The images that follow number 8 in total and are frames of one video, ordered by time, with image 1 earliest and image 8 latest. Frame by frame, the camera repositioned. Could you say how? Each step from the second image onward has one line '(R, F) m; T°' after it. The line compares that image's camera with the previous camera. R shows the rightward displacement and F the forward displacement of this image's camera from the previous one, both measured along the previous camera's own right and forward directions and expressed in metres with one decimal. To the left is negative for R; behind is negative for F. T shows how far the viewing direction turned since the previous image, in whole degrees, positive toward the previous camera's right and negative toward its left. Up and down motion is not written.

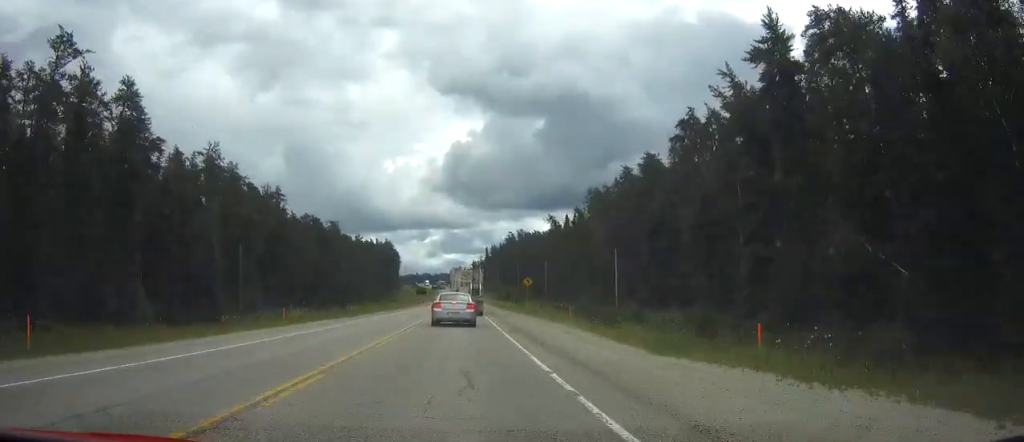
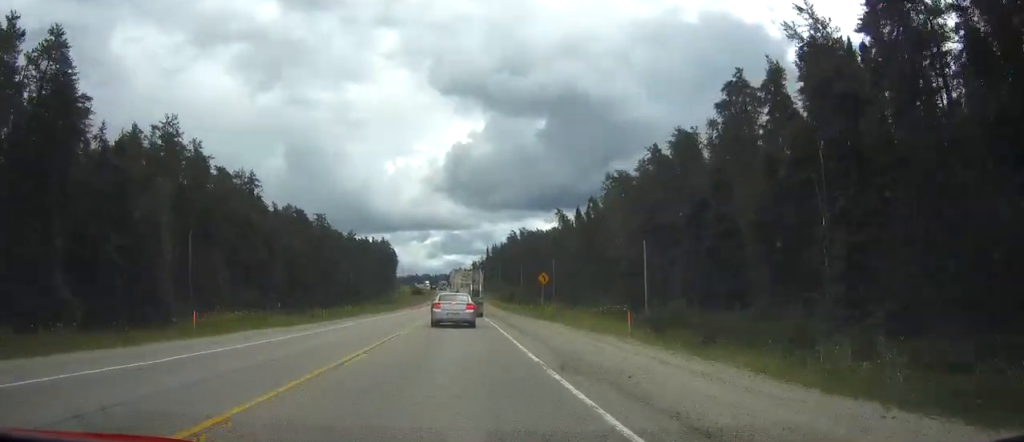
(0.0, +13.4) m; 0°
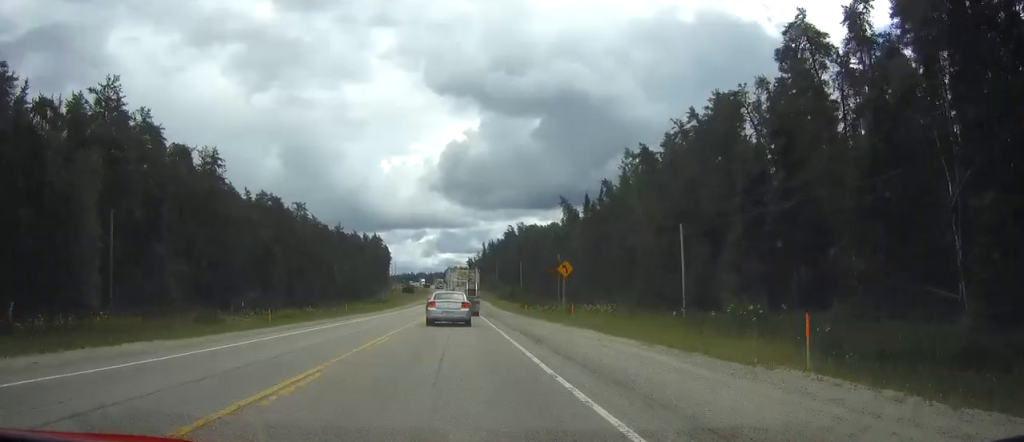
(0.0, +13.4) m; 0°
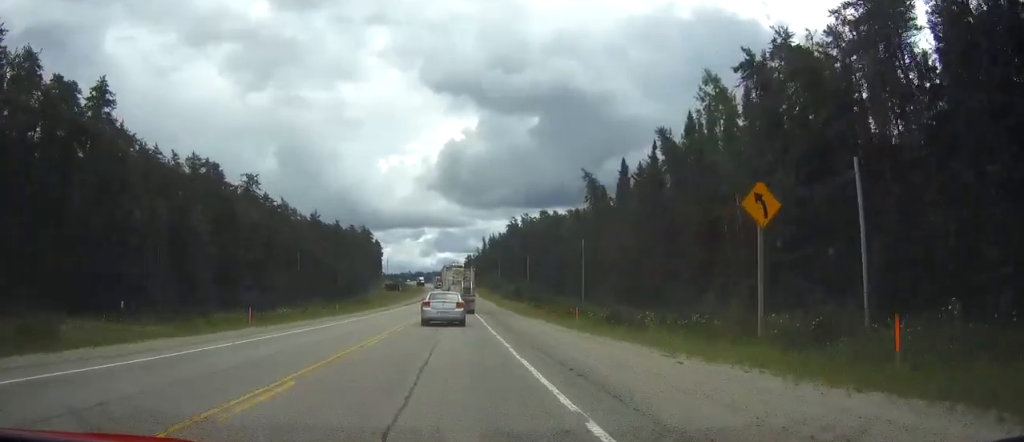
(+0.1, +27.9) m; 0°
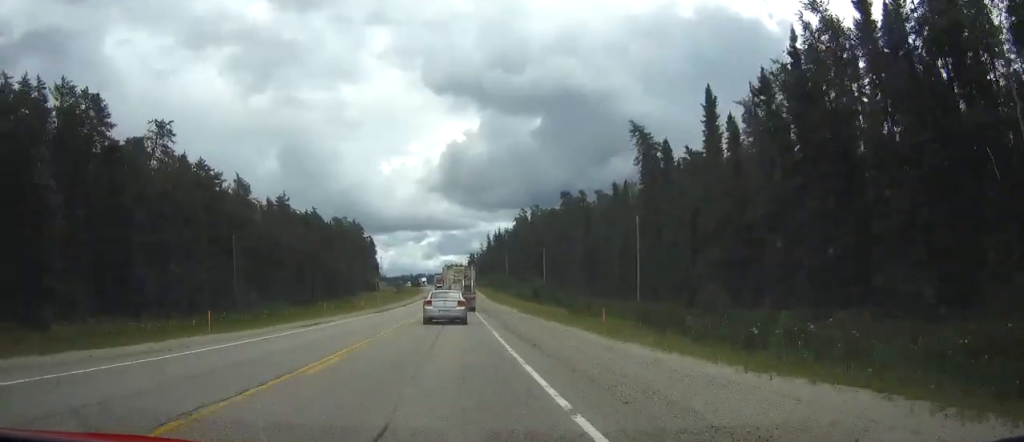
(-0.2, +30.7) m; 0°
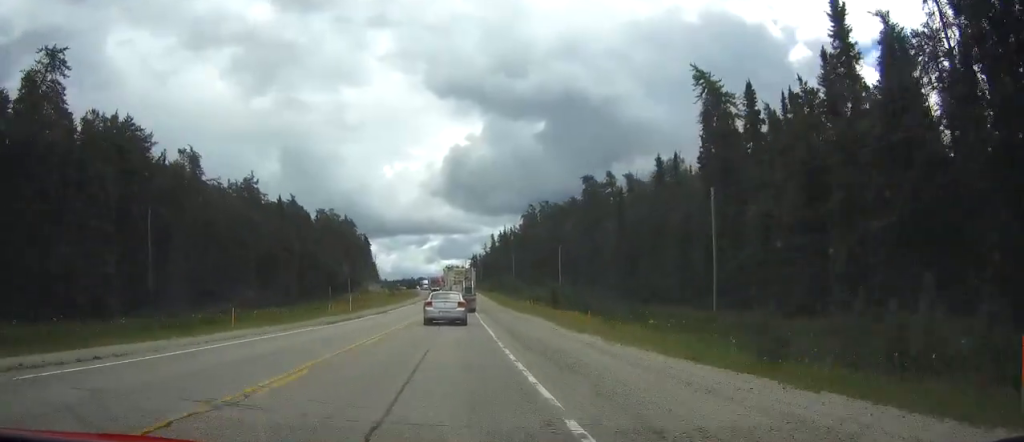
(0.0, +21.7) m; 0°
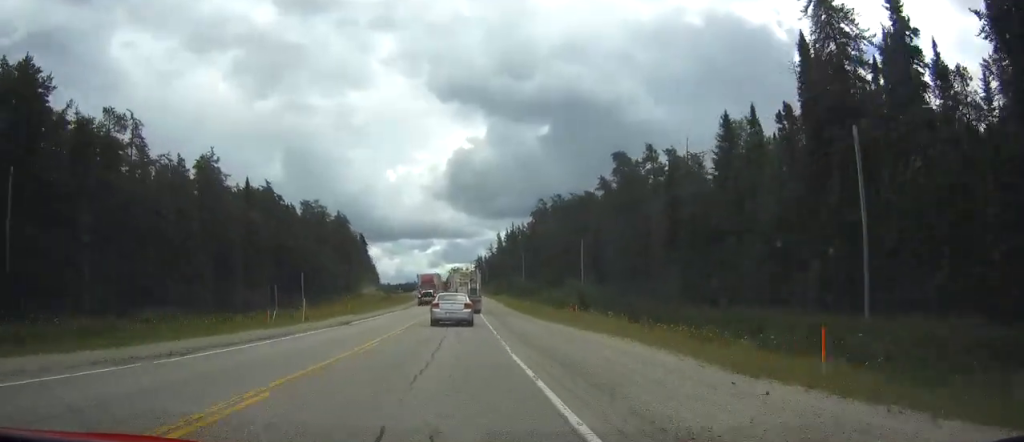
(0.0, +20.1) m; 0°
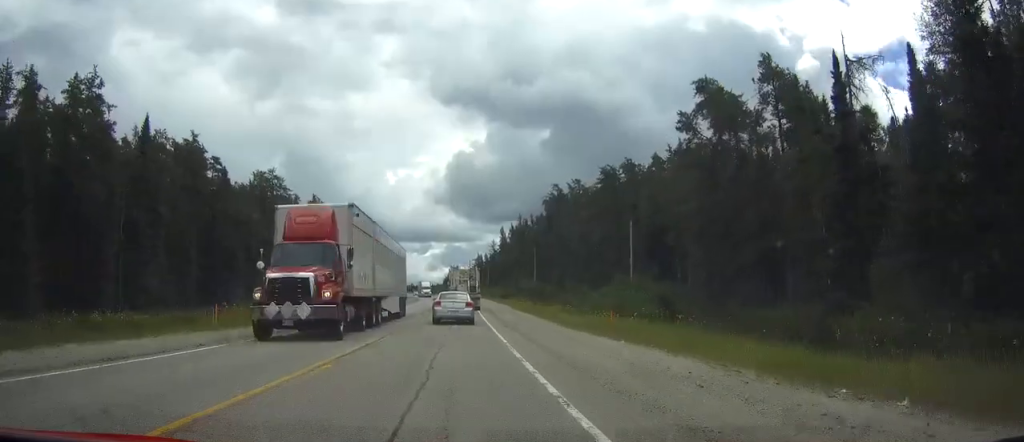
(0.0, +33.1) m; 0°
